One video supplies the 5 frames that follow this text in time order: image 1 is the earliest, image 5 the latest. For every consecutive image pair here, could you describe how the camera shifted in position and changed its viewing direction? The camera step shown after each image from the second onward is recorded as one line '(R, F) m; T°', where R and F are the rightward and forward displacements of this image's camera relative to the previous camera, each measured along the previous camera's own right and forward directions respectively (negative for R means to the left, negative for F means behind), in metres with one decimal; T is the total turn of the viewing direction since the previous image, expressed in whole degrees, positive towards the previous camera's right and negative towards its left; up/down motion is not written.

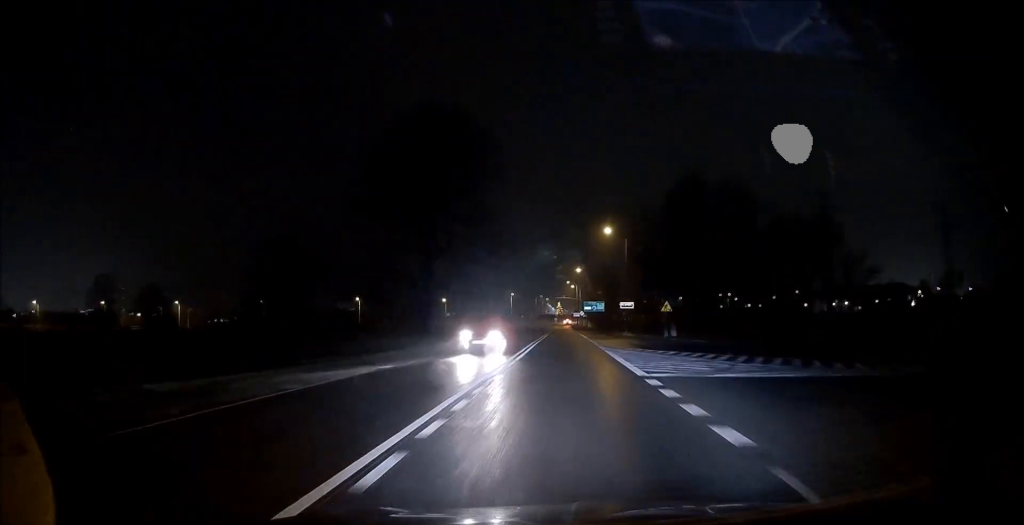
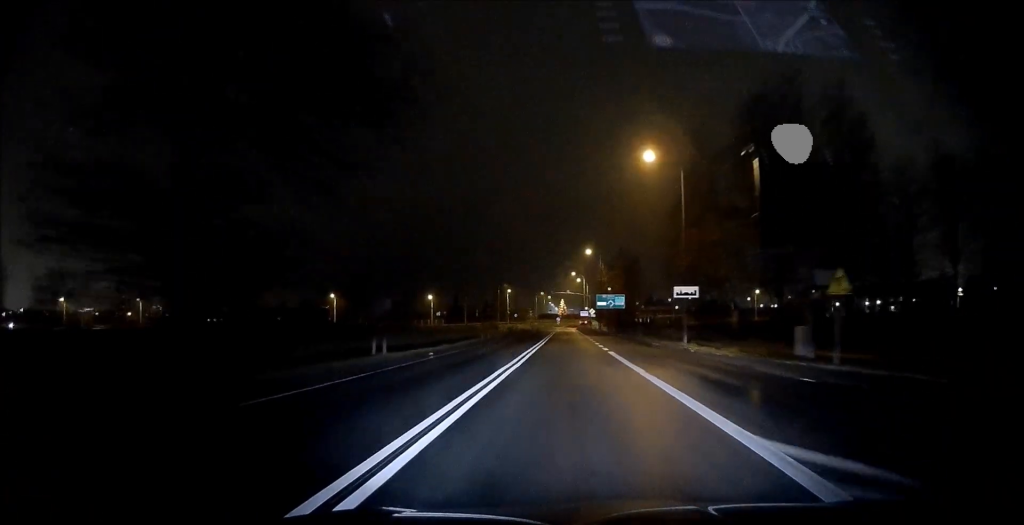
(-0.3, +25.9) m; -1°
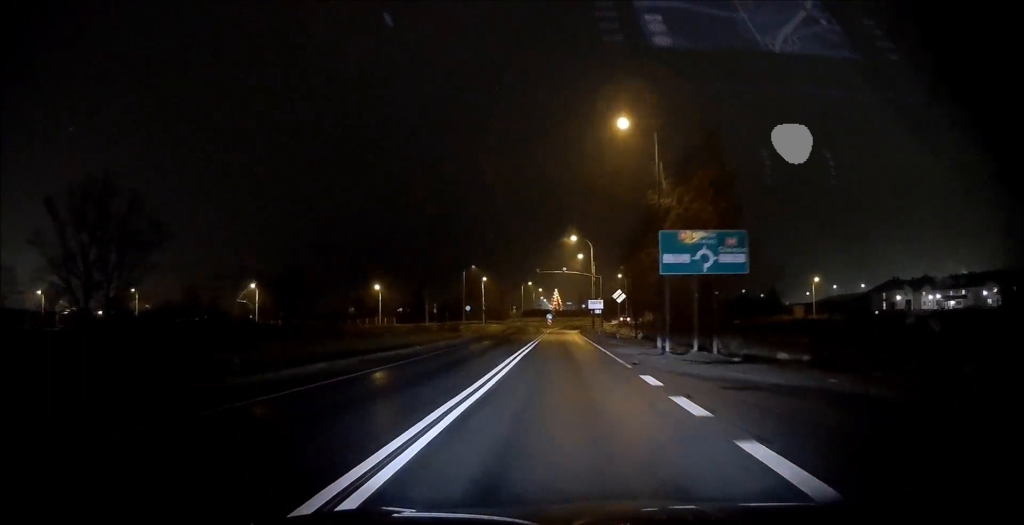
(-0.1, +44.9) m; +1°
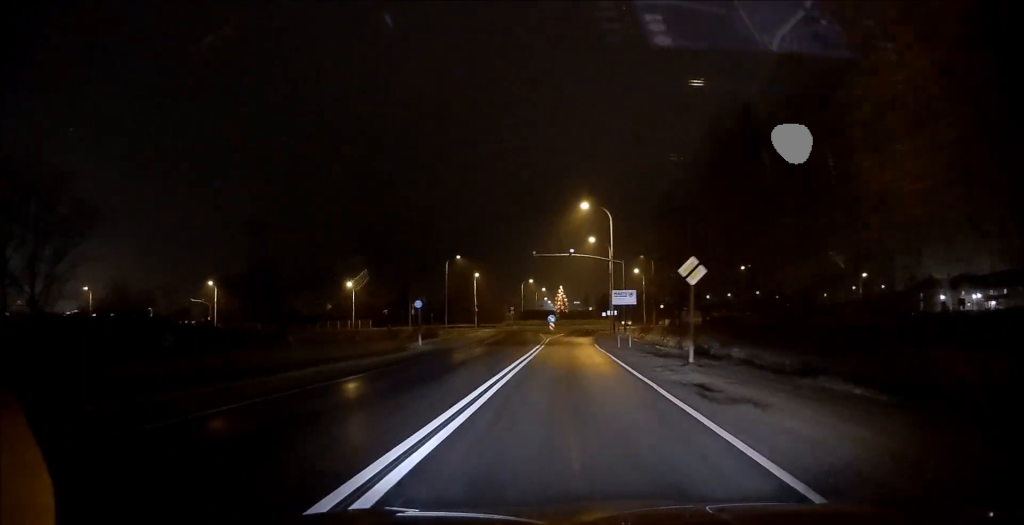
(+0.4, +20.3) m; +1°
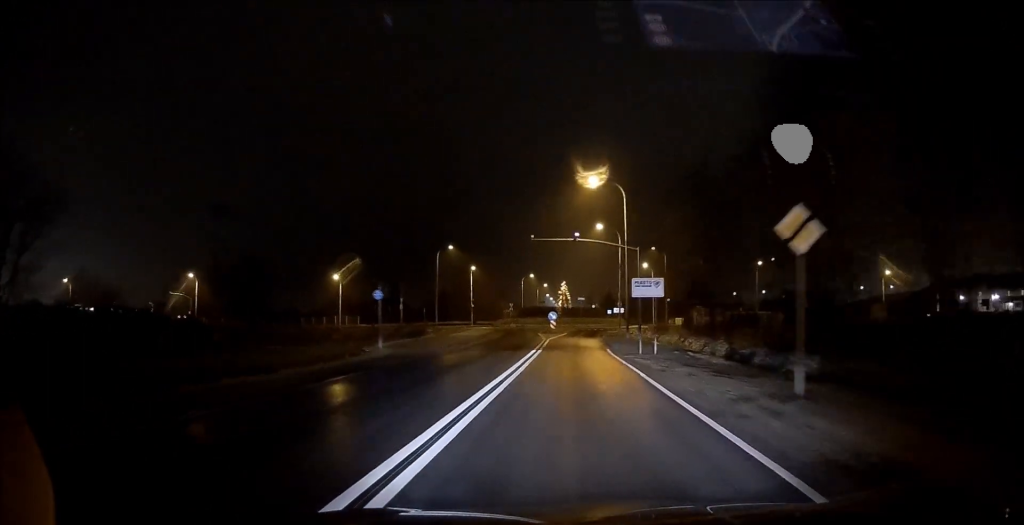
(-0.1, +7.9) m; -1°
